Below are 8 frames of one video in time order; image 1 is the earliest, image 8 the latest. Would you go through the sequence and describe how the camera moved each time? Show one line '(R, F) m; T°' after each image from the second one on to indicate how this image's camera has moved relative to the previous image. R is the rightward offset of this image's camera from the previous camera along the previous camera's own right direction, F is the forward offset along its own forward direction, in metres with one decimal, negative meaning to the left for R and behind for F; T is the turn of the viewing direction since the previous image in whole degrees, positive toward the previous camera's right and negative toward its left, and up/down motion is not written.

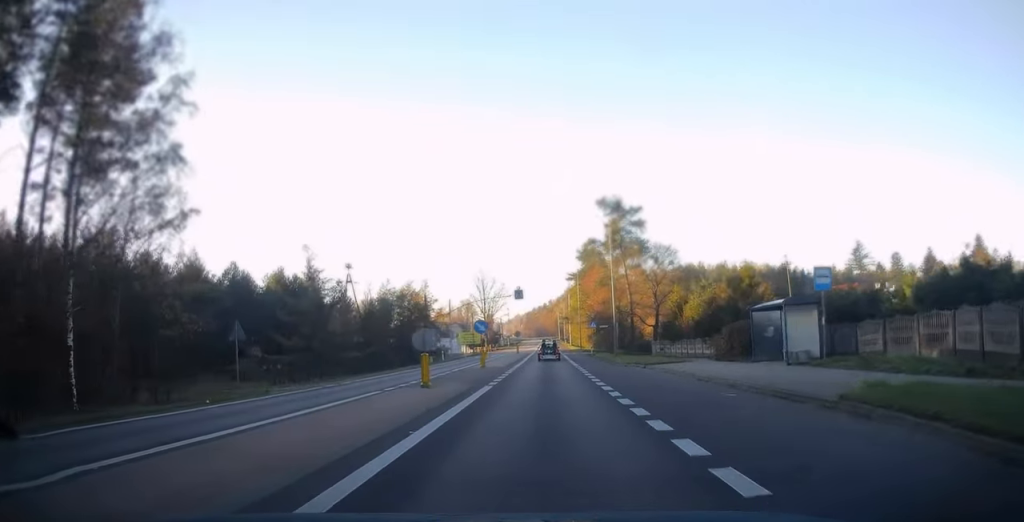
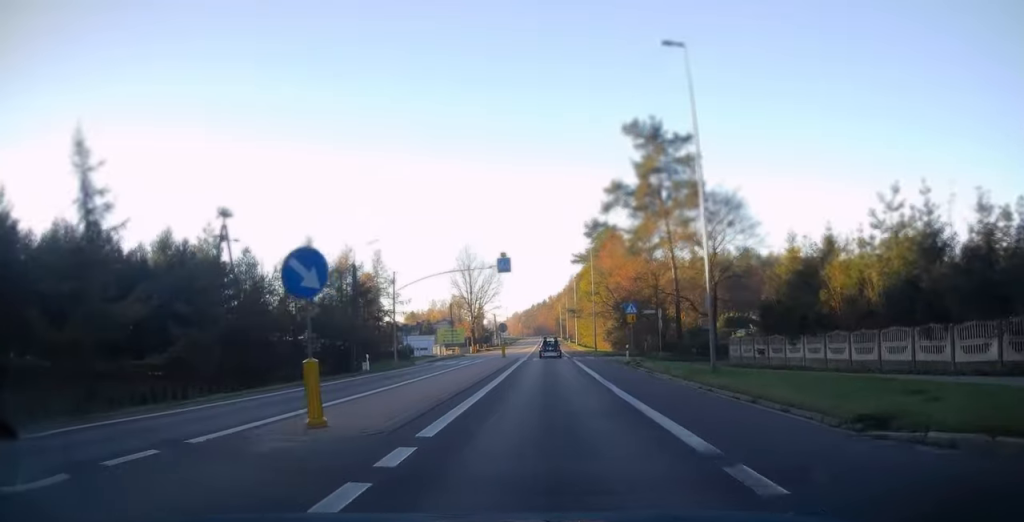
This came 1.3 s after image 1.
(-0.1, +25.9) m; 0°
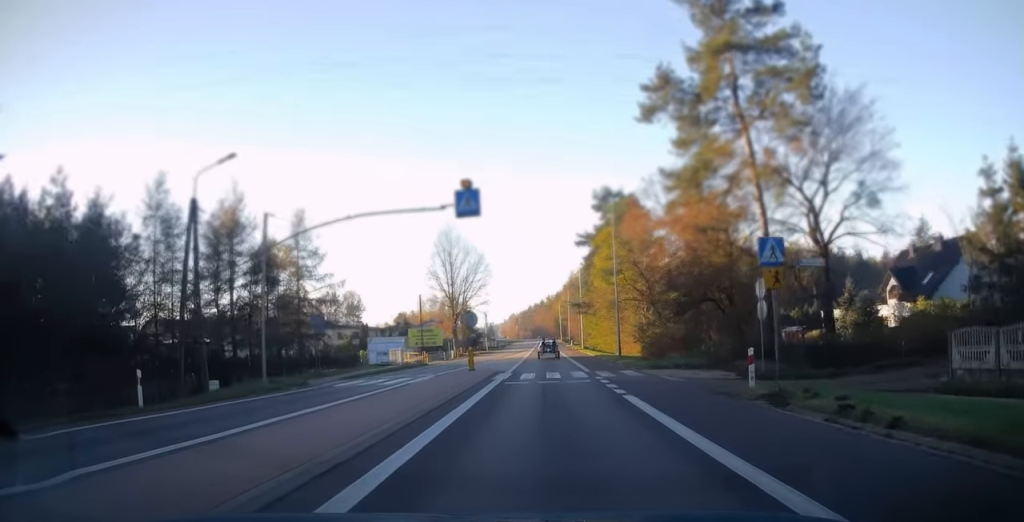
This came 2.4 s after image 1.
(+0.2, +20.9) m; 0°
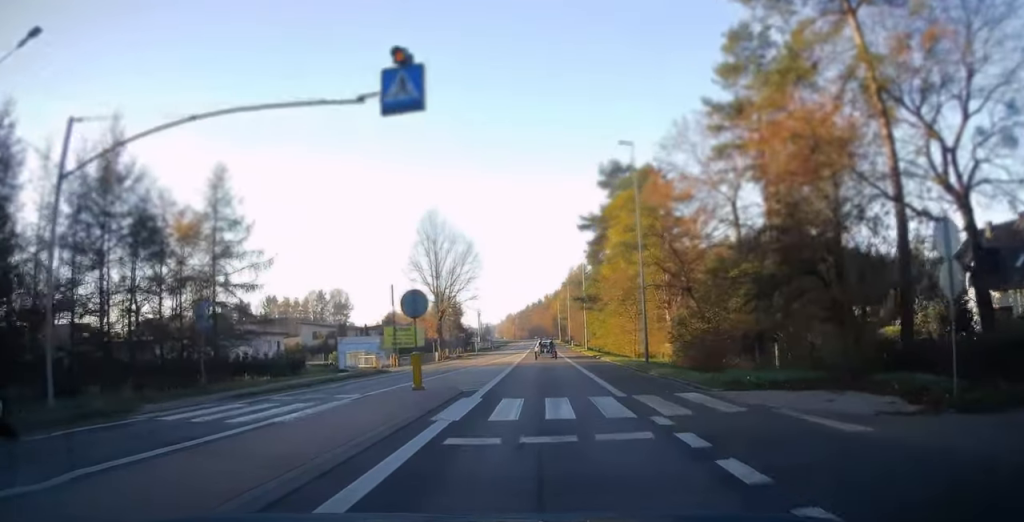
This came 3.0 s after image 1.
(+0.1, +11.8) m; 0°
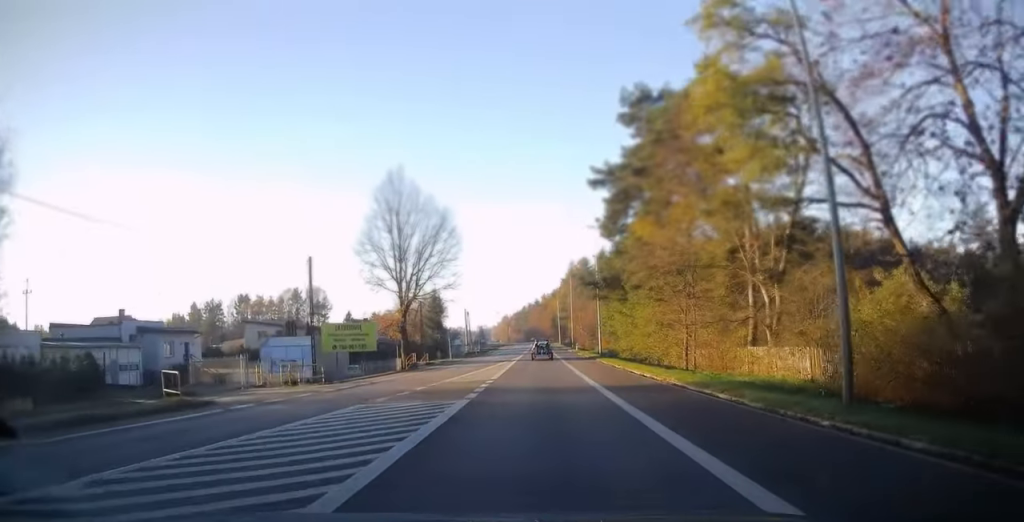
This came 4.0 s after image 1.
(-0.2, +20.3) m; 0°
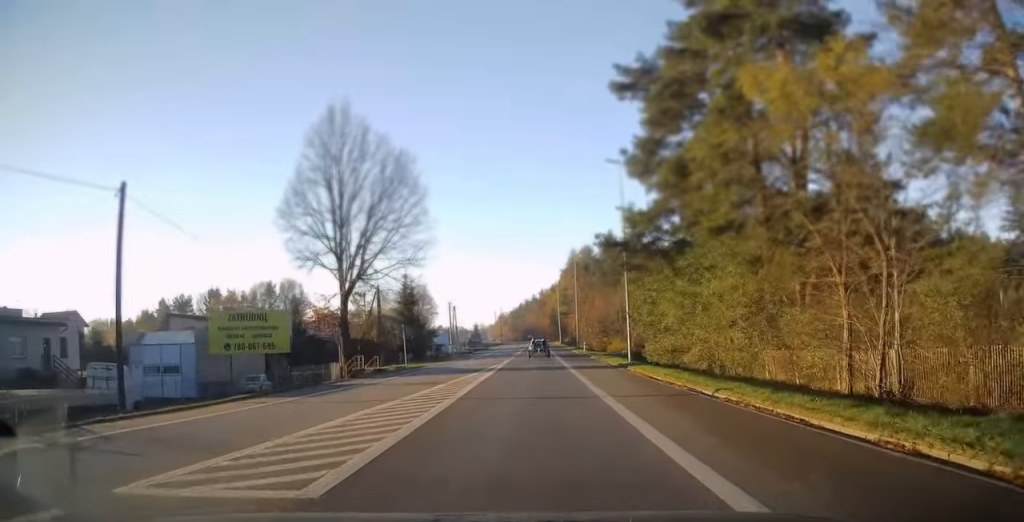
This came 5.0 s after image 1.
(+0.1, +18.7) m; 0°
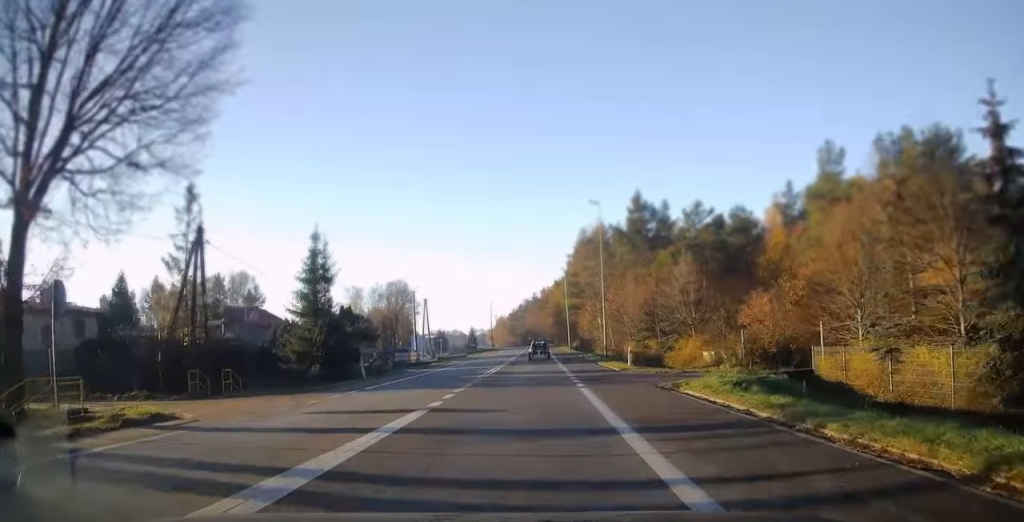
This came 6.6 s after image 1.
(0.0, +31.7) m; 0°
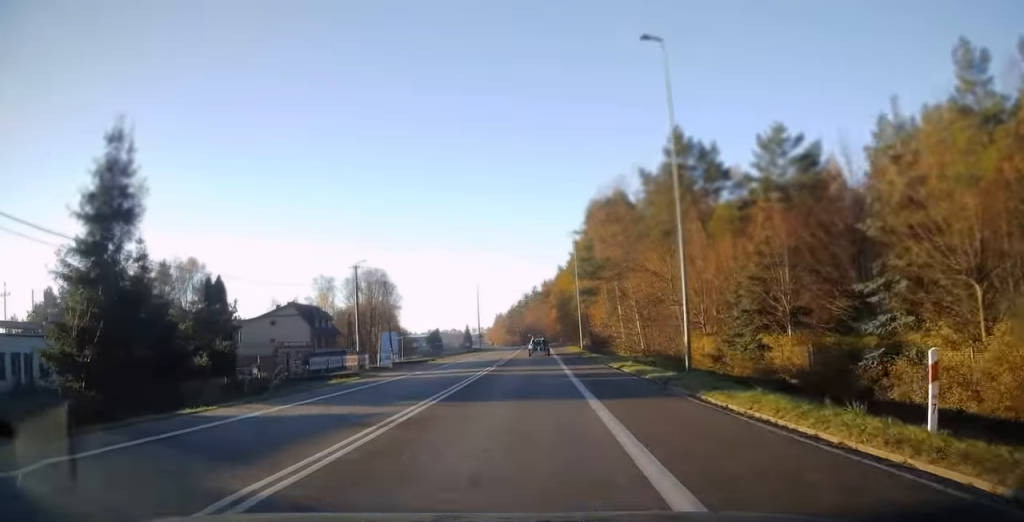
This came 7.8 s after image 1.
(0.0, +24.5) m; 0°
